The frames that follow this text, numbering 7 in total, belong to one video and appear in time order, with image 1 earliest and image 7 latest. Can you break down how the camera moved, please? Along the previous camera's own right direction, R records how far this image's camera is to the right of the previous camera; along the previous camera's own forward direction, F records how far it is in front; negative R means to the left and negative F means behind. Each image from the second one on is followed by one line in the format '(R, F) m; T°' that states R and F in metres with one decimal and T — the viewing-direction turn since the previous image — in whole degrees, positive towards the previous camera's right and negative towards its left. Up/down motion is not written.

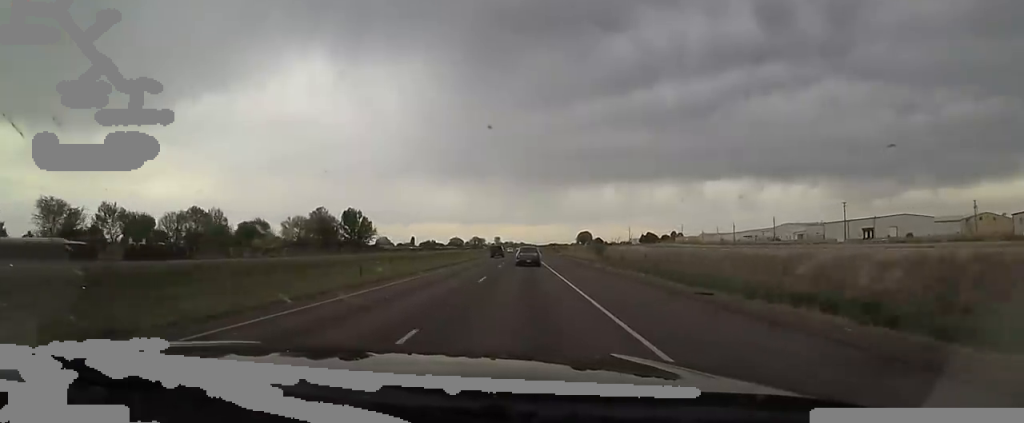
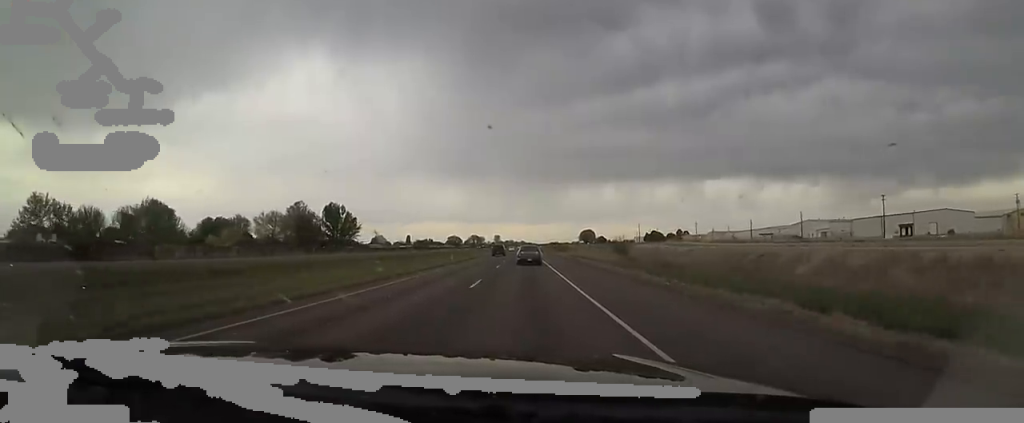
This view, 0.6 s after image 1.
(-0.1, +18.6) m; 0°
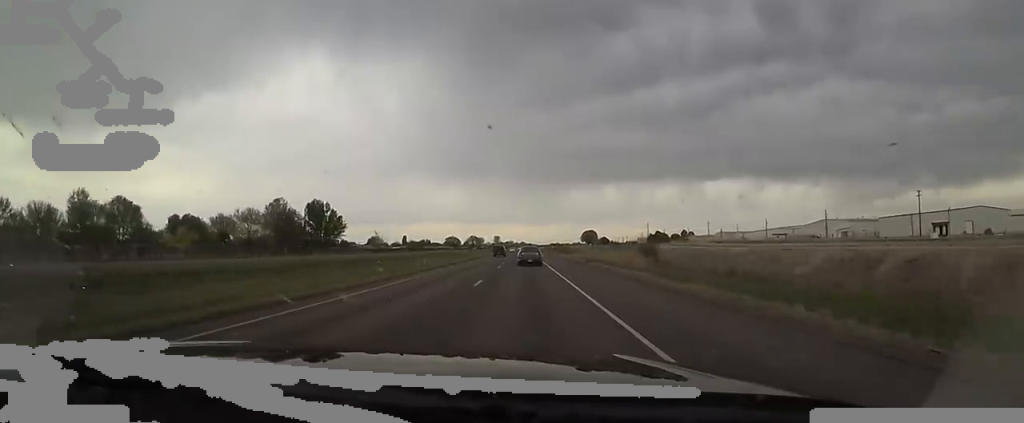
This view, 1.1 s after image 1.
(0.0, +14.5) m; +1°
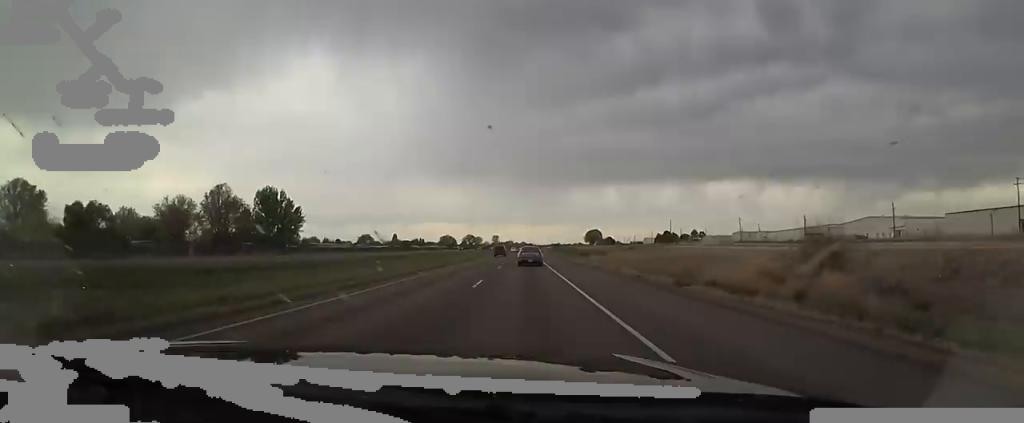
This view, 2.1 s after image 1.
(+0.6, +31.3) m; 0°
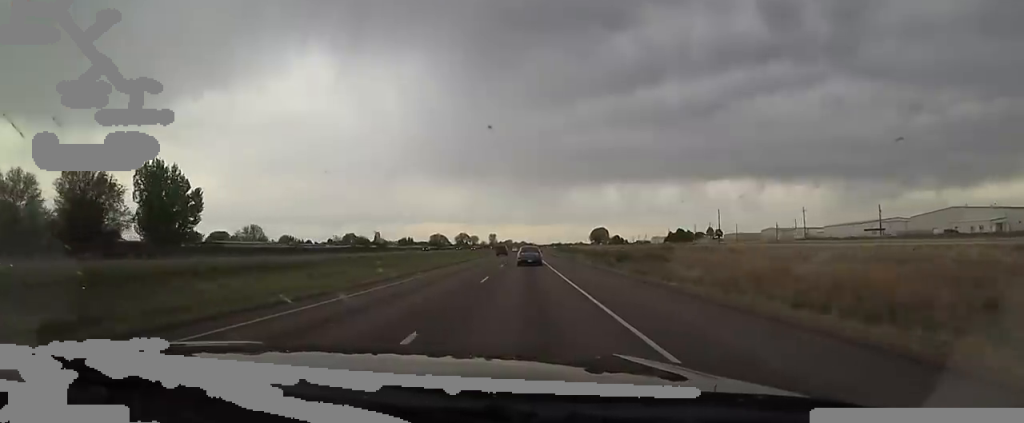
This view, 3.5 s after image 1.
(-0.7, +43.3) m; -2°
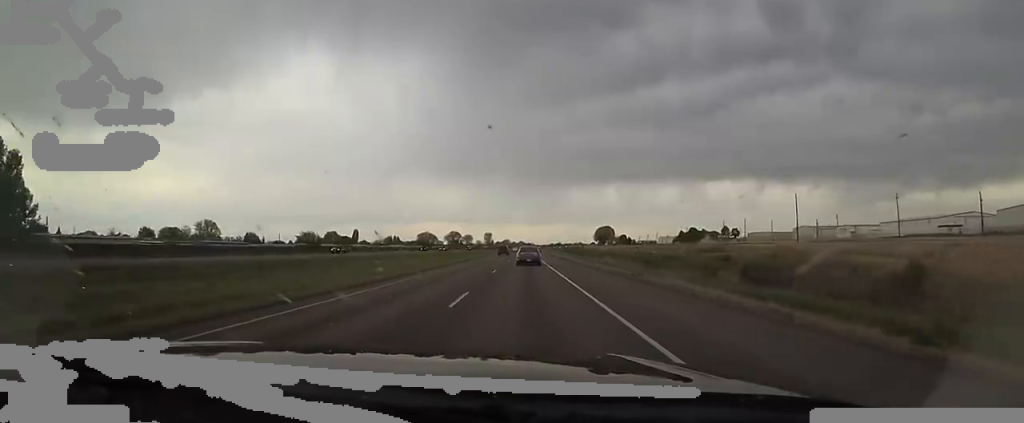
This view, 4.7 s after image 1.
(-0.3, +39.3) m; 0°
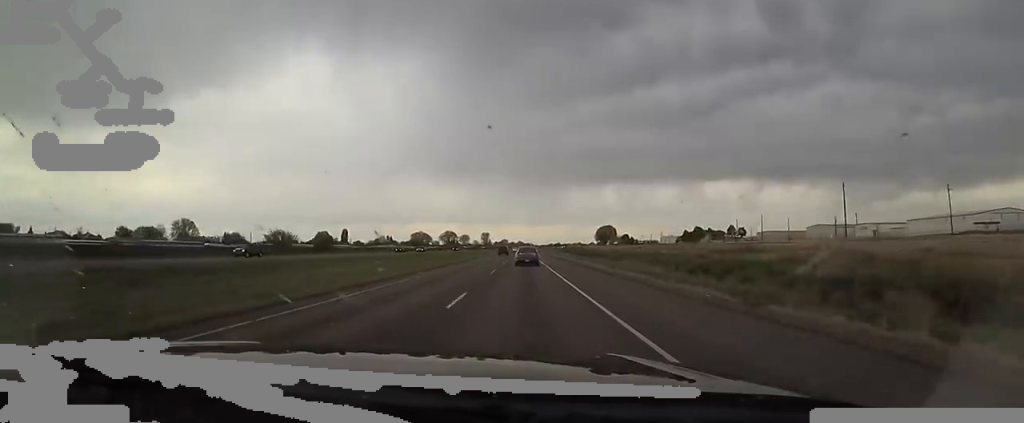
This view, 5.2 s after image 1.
(-0.1, +15.6) m; 0°
